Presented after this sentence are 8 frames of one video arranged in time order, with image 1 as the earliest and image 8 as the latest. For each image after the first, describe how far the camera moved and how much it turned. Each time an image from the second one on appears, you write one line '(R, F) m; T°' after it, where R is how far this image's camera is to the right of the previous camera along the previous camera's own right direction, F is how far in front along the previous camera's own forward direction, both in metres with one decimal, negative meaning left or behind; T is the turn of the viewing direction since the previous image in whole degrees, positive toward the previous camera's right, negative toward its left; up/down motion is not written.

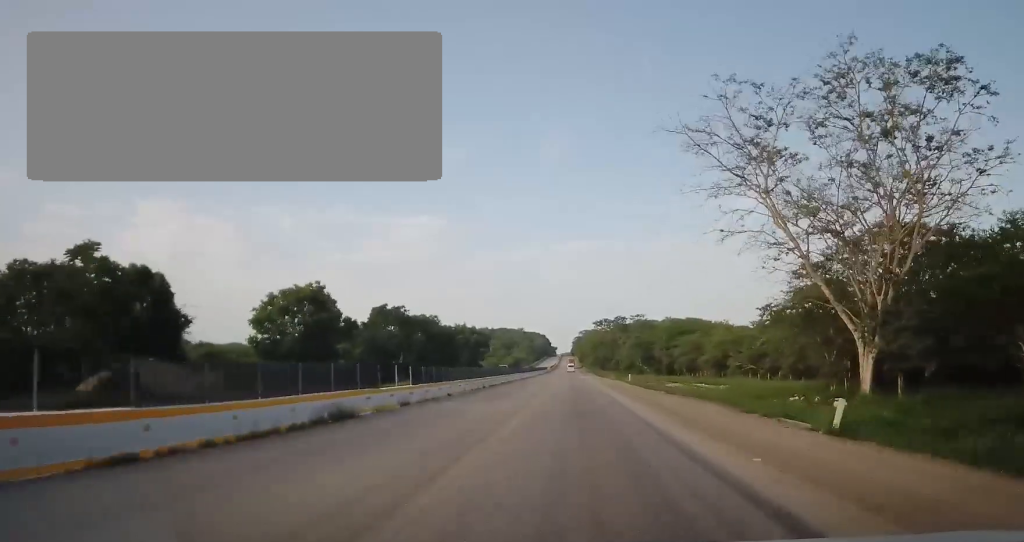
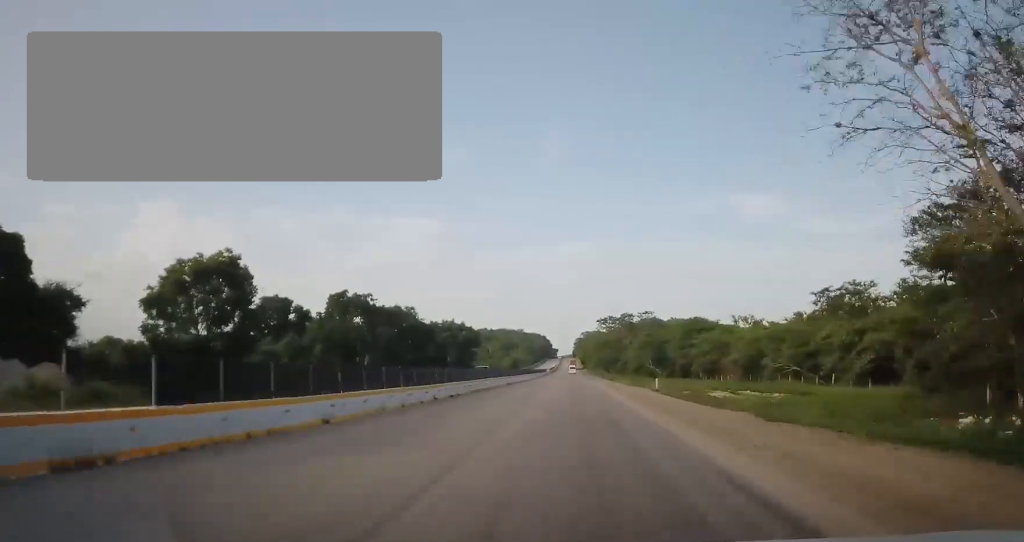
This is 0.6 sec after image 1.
(+0.1, +15.4) m; 0°
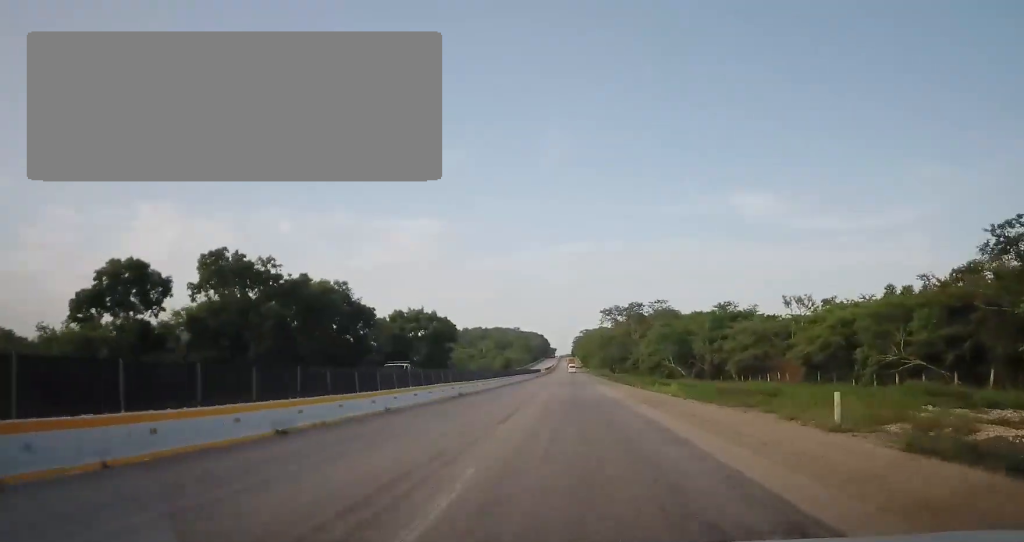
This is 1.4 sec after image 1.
(0.0, +24.5) m; 0°
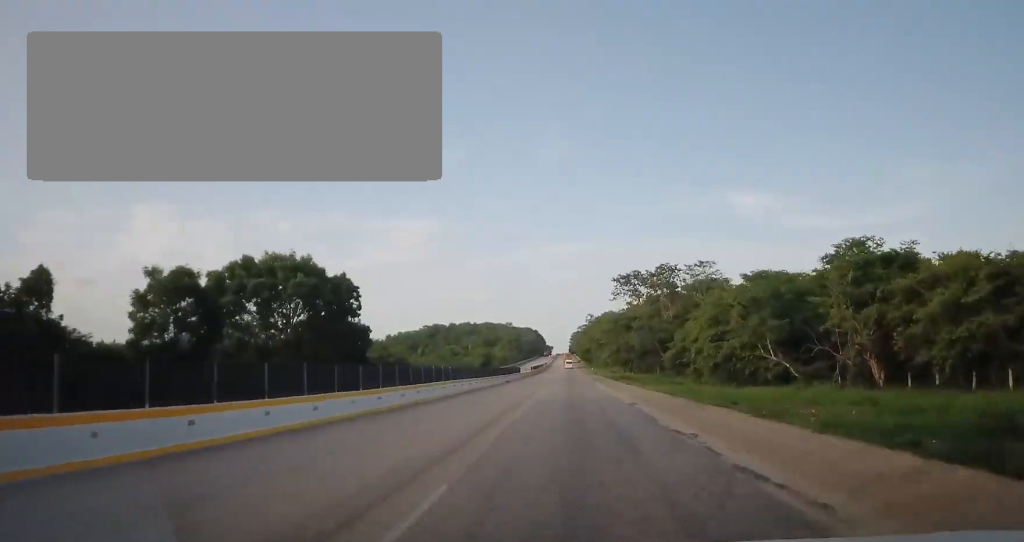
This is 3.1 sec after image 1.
(0.0, +46.3) m; 0°
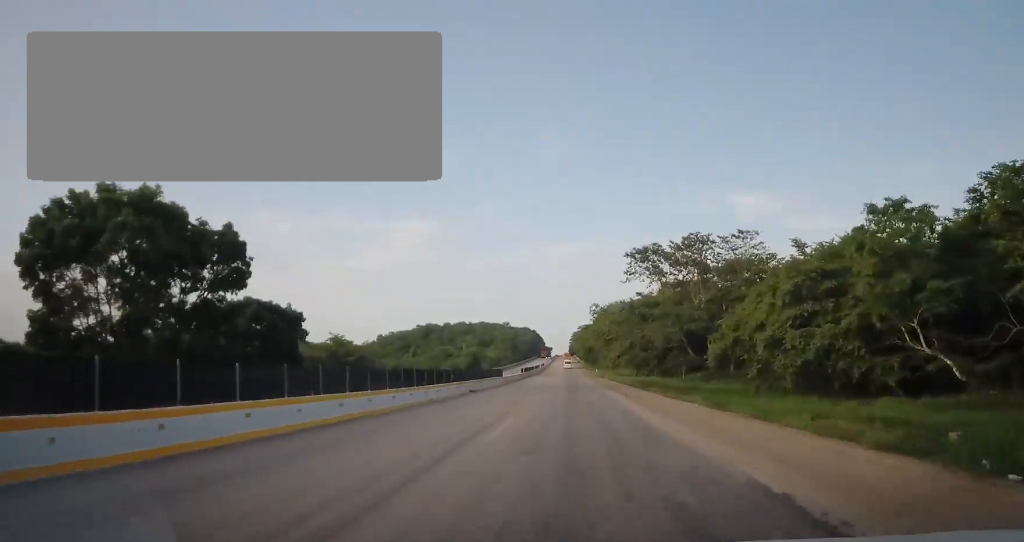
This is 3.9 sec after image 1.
(0.0, +20.8) m; 0°
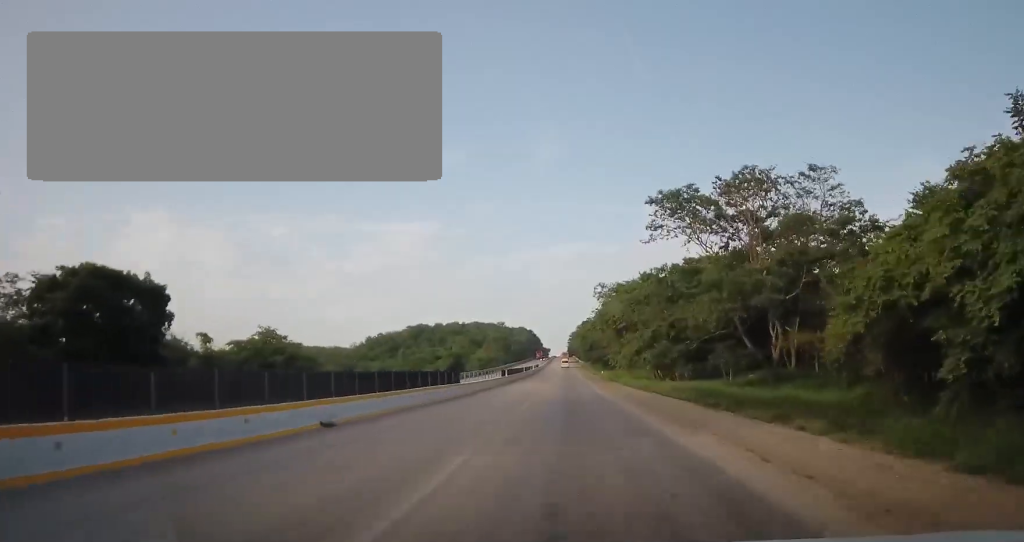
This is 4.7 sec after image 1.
(0.0, +22.1) m; 0°
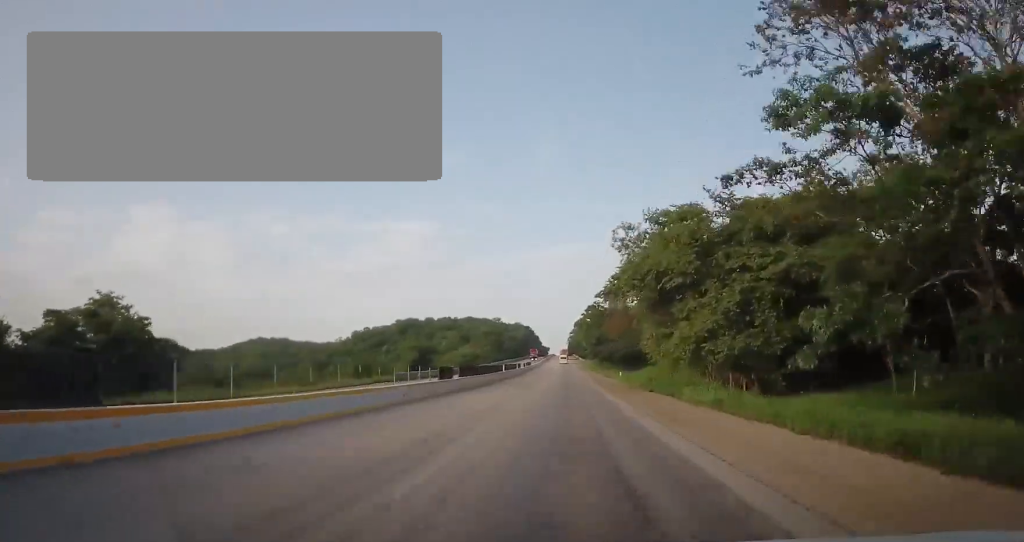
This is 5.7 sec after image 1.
(0.0, +28.5) m; 0°
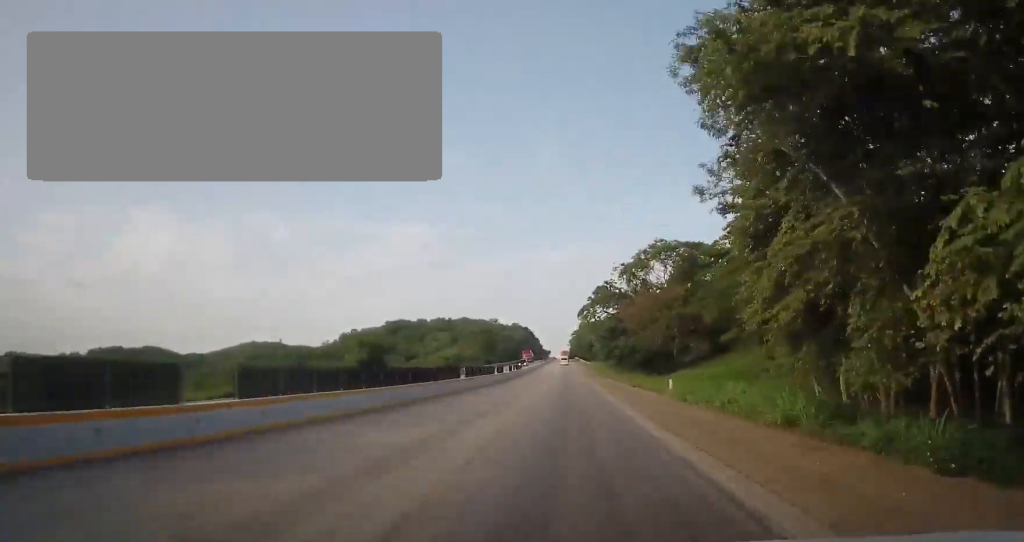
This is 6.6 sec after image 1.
(0.0, +25.3) m; 0°
